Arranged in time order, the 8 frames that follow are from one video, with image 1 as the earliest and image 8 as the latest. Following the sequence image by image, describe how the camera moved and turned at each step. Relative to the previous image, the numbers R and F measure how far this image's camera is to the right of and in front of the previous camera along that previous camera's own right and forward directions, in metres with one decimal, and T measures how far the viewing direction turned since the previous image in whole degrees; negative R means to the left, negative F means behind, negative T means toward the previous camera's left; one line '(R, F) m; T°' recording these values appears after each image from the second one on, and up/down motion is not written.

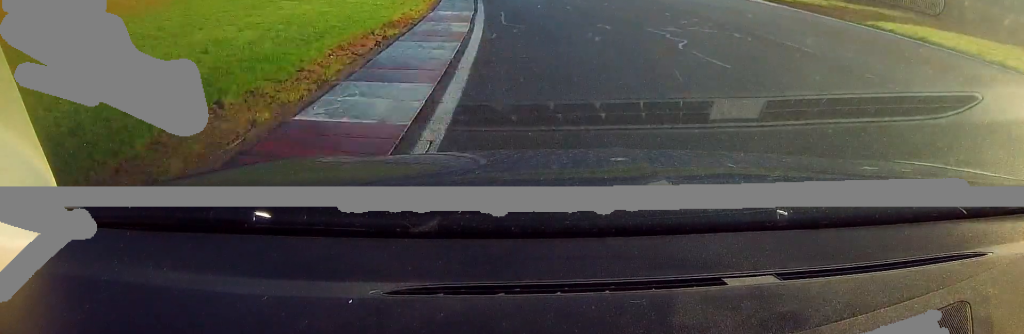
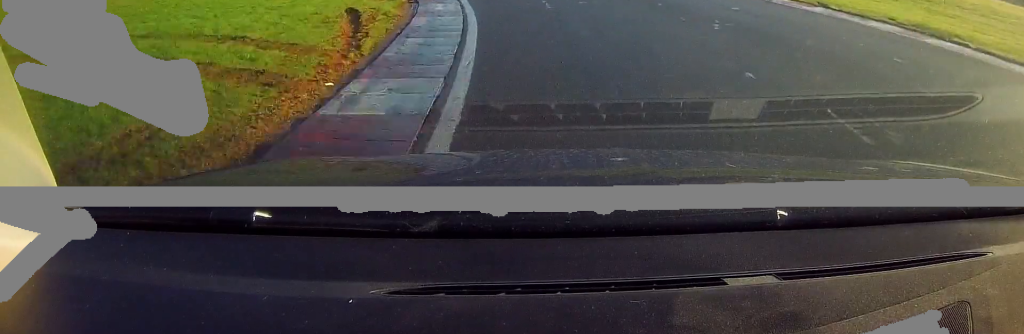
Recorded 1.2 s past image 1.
(-1.8, +25.2) m; -8°
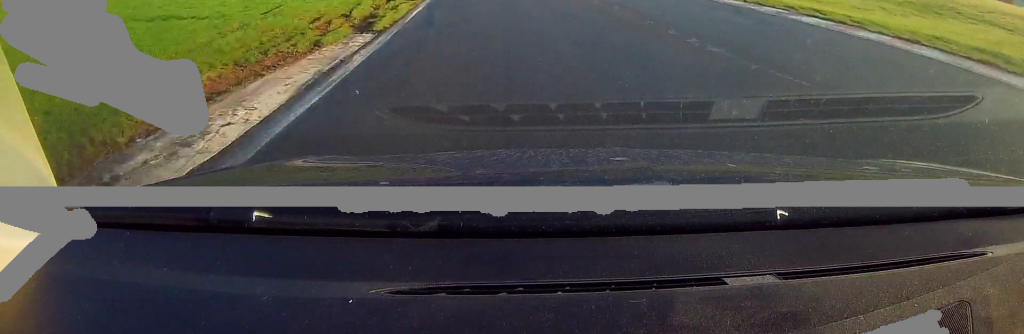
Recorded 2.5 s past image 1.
(-1.9, +28.5) m; -7°
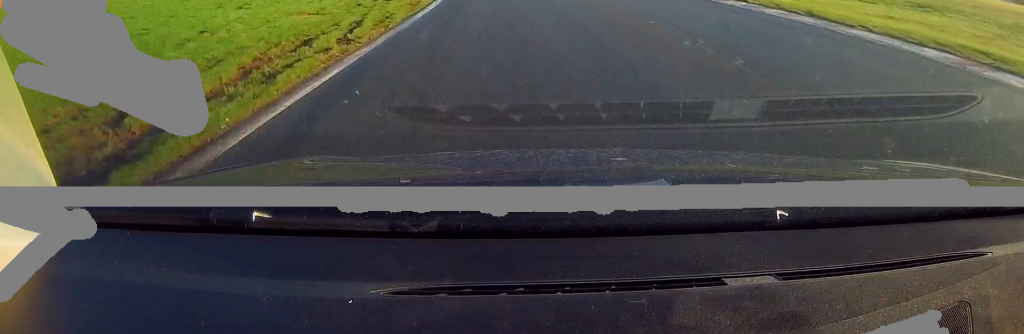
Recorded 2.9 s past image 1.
(+0.2, +9.3) m; -2°
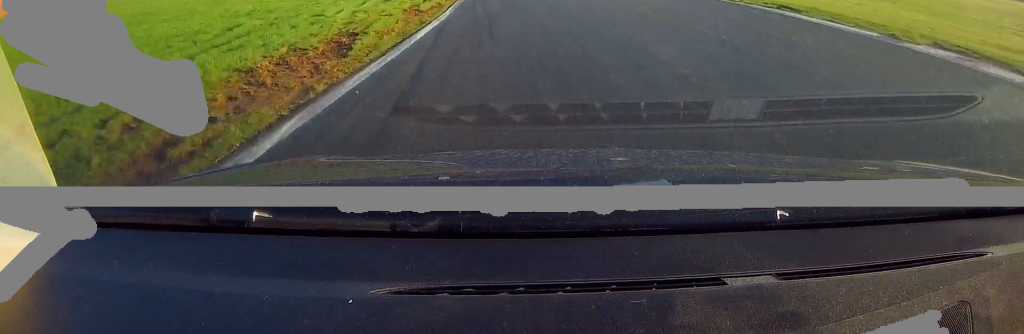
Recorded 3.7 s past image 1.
(-1.2, +17.7) m; -5°
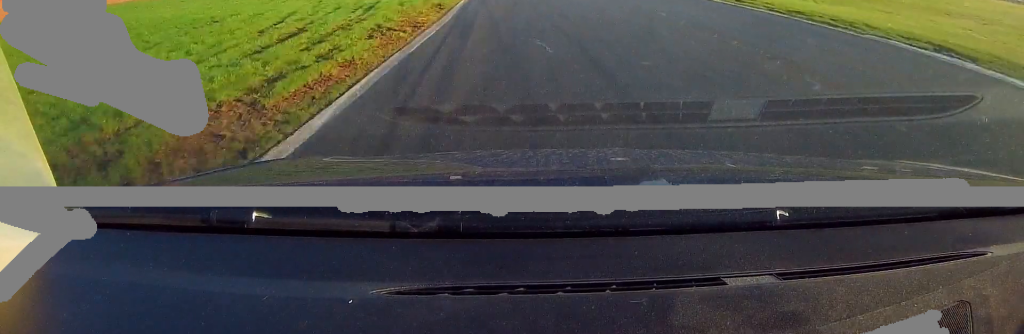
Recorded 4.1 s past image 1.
(-0.3, +10.2) m; -1°
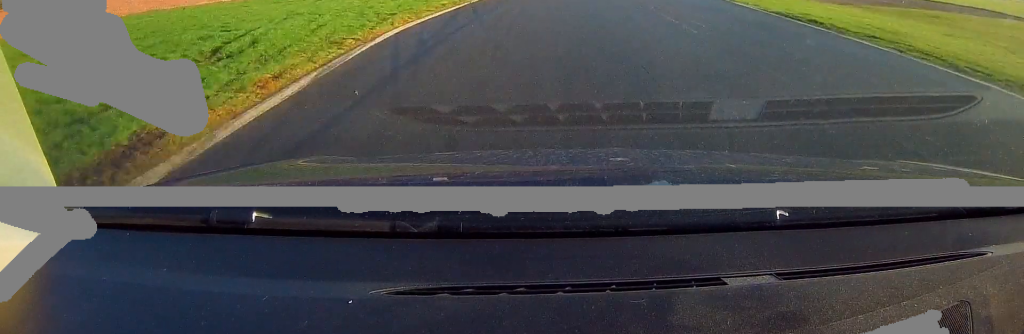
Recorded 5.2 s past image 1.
(-0.2, +25.0) m; 0°
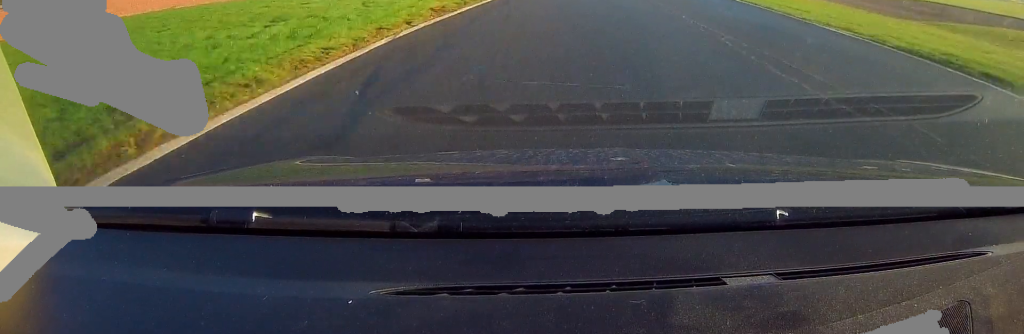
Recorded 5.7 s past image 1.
(+0.1, +10.2) m; +1°
